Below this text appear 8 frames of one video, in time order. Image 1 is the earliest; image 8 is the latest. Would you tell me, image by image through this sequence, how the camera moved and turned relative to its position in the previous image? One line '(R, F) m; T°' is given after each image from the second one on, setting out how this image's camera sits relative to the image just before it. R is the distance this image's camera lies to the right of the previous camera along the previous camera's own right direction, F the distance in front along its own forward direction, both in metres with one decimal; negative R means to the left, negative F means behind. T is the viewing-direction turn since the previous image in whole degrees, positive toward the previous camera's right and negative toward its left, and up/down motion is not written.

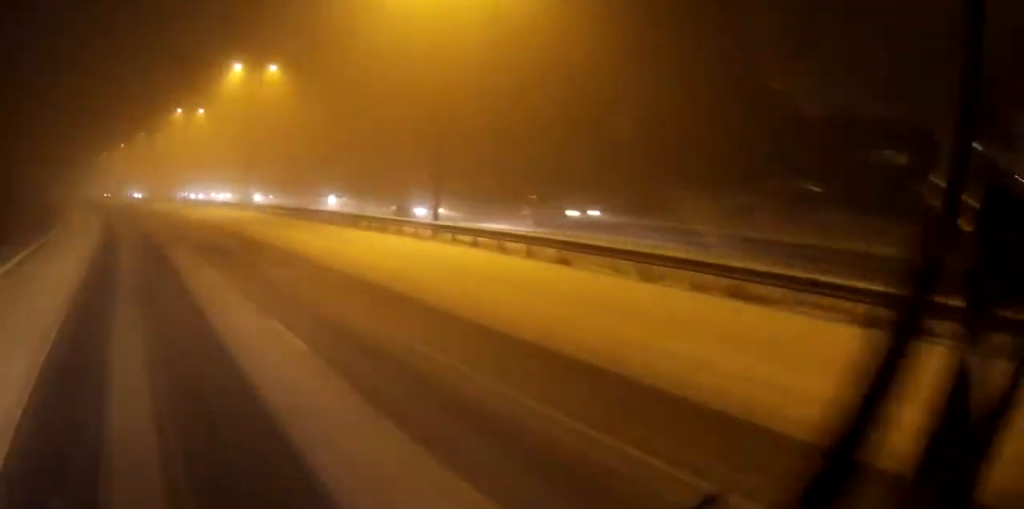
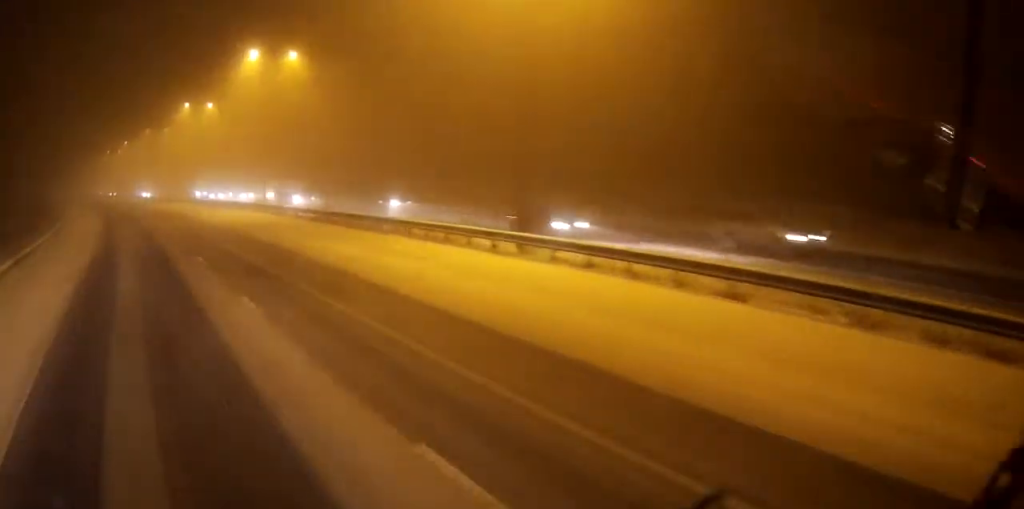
(0.0, +5.9) m; 0°
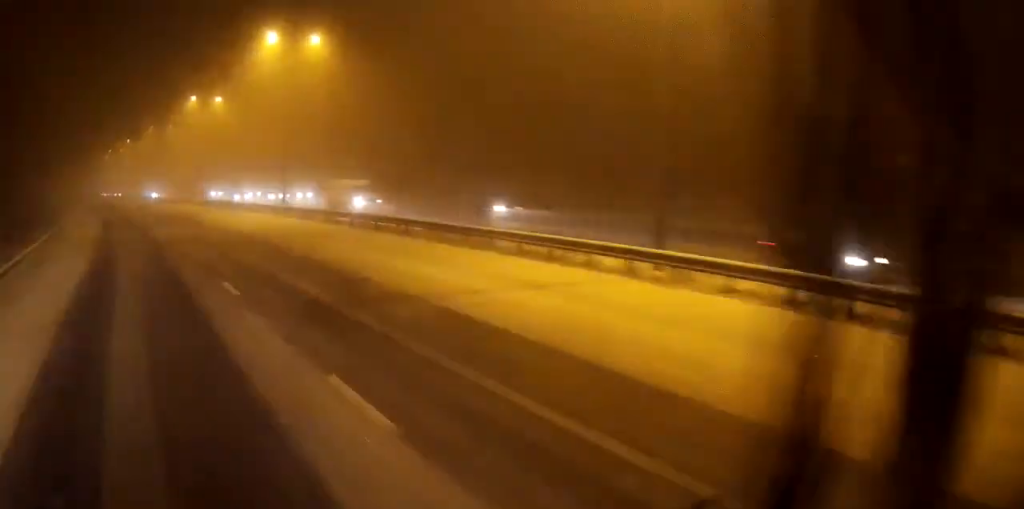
(0.0, +6.3) m; 0°
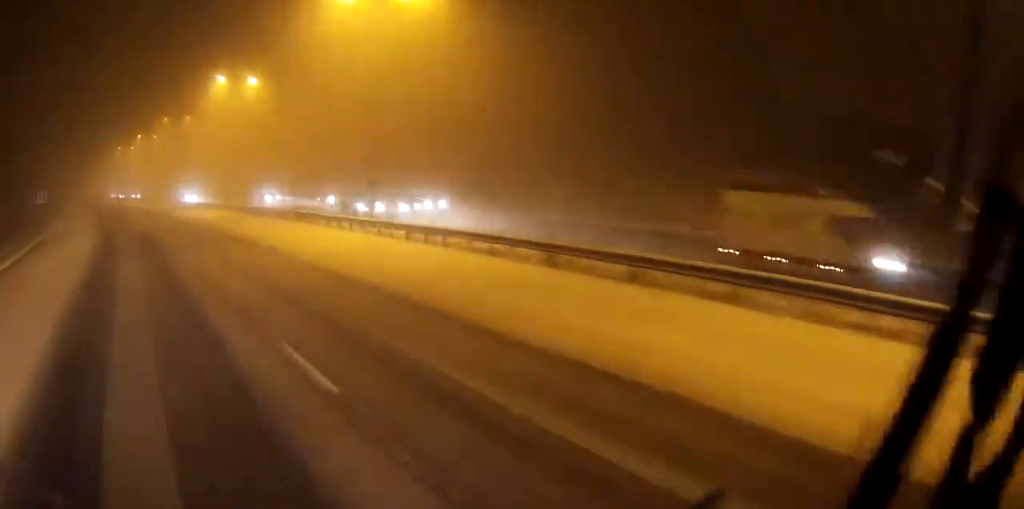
(-0.1, +16.2) m; -1°
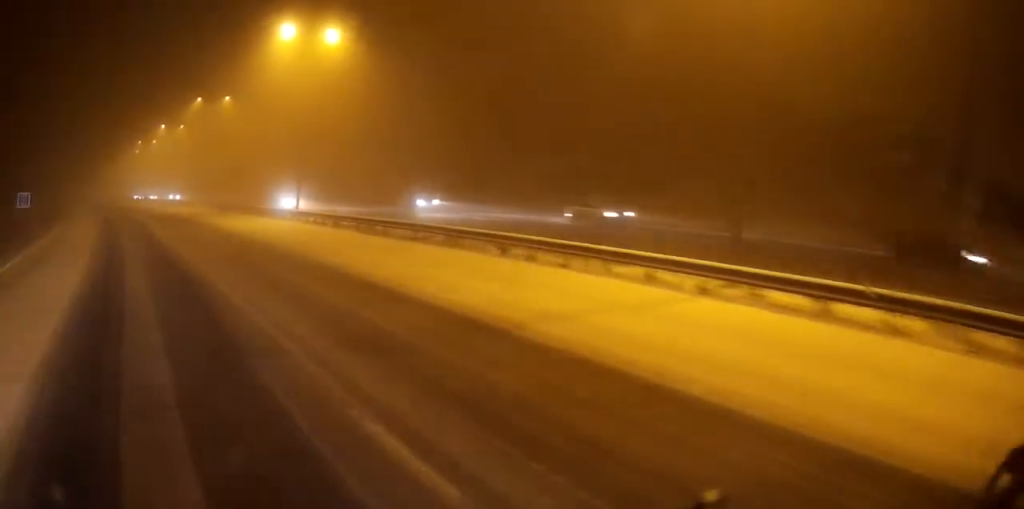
(-0.4, +21.2) m; -2°
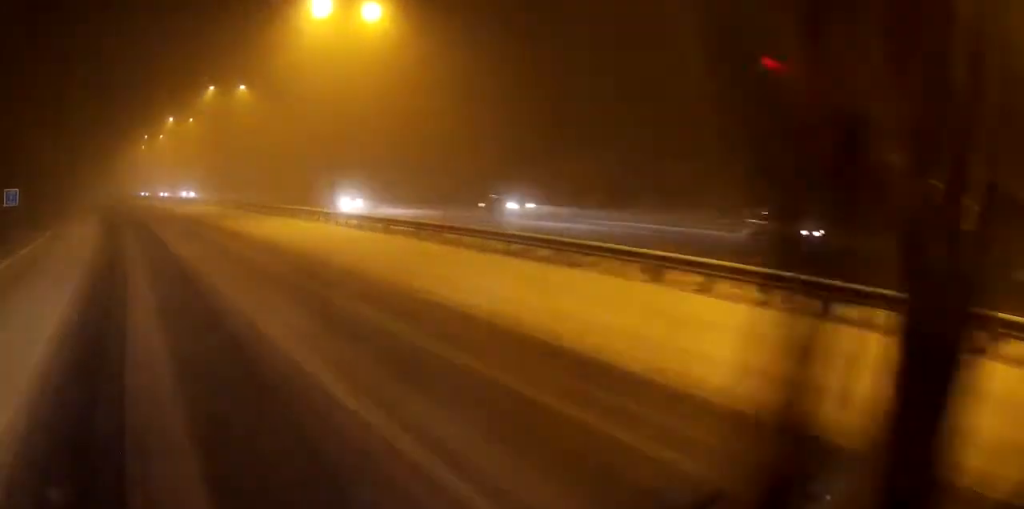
(-0.1, +6.5) m; 0°
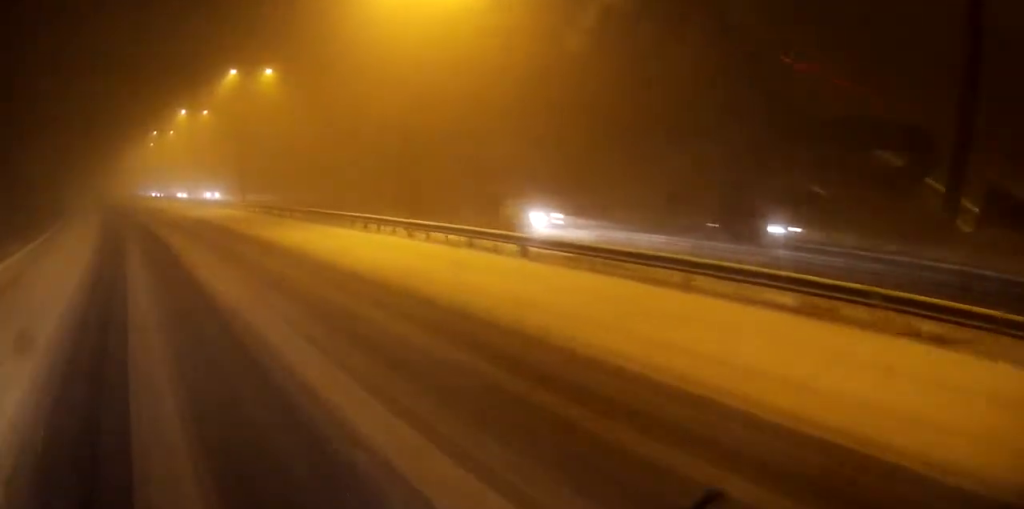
(0.0, +10.4) m; 0°
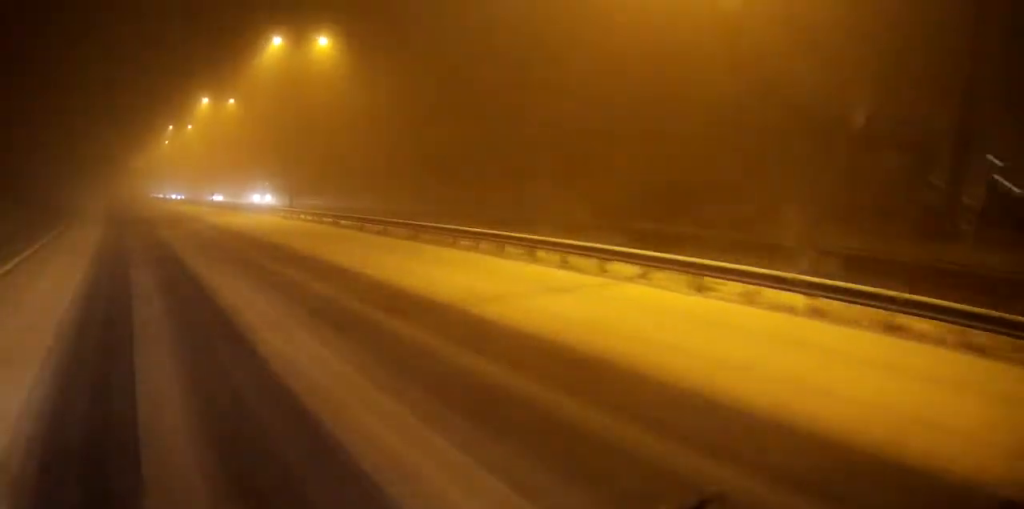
(-0.1, +14.5) m; -1°
